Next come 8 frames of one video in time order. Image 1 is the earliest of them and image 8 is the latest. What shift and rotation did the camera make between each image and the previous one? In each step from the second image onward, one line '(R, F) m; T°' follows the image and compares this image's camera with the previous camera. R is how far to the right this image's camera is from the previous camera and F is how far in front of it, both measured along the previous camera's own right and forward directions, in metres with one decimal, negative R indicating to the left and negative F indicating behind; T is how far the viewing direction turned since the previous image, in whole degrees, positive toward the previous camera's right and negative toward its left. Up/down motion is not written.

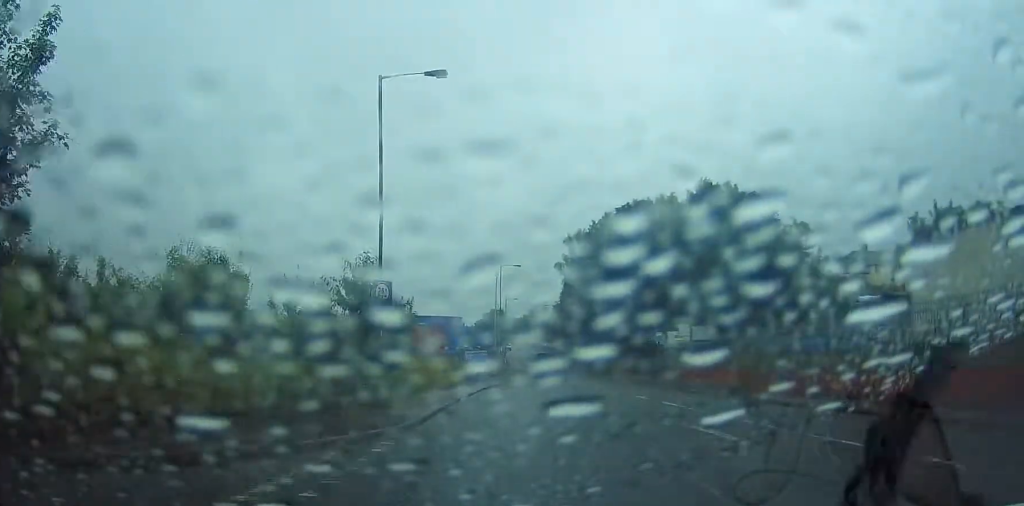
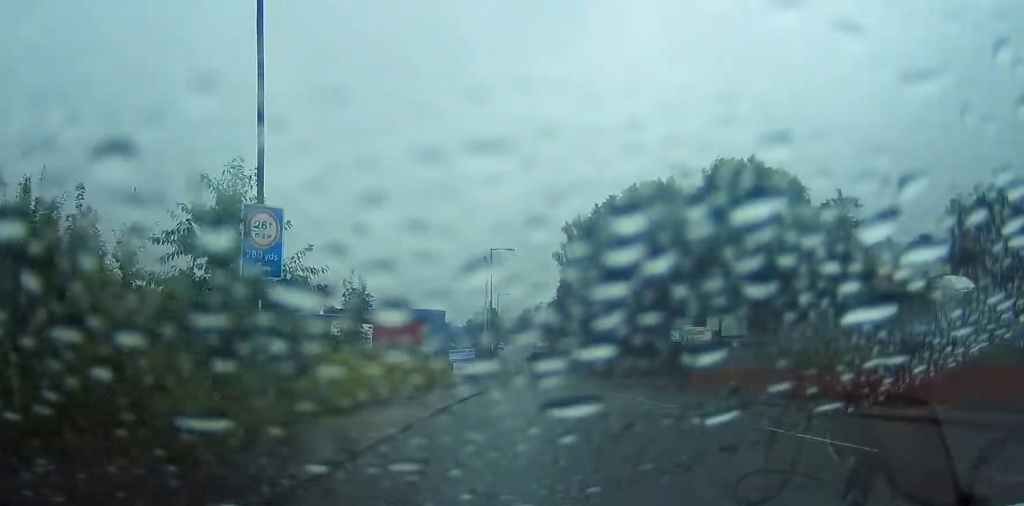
(+0.1, +9.9) m; +1°
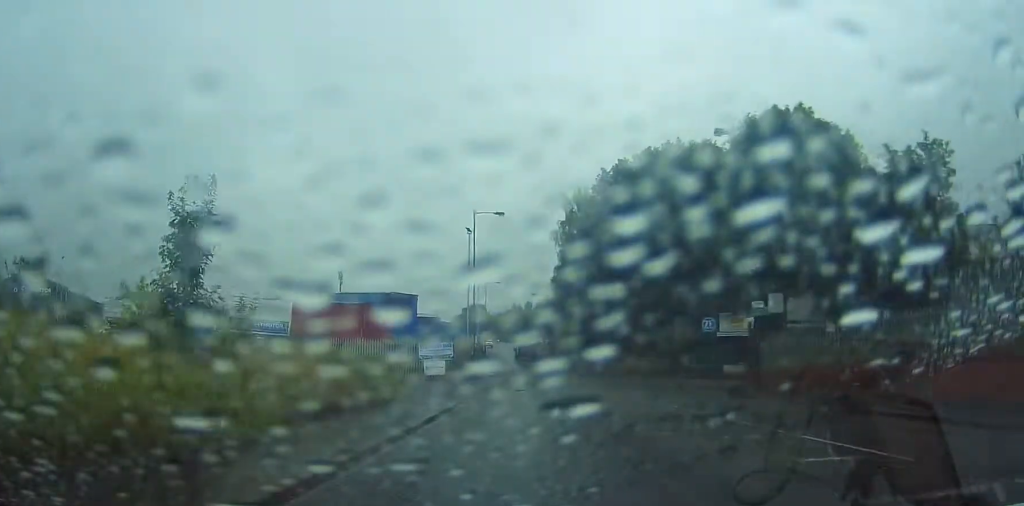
(+0.1, +13.1) m; 0°
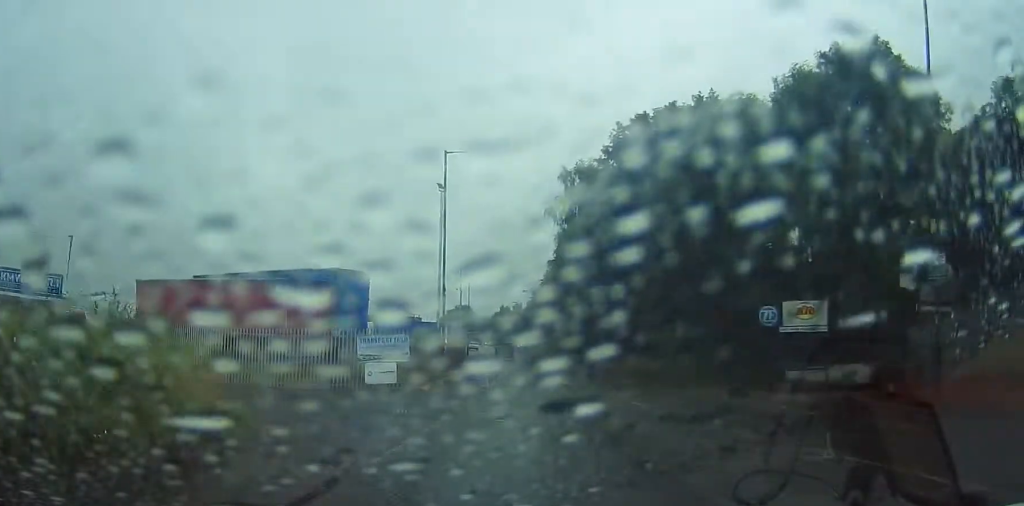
(-0.2, +13.4) m; 0°
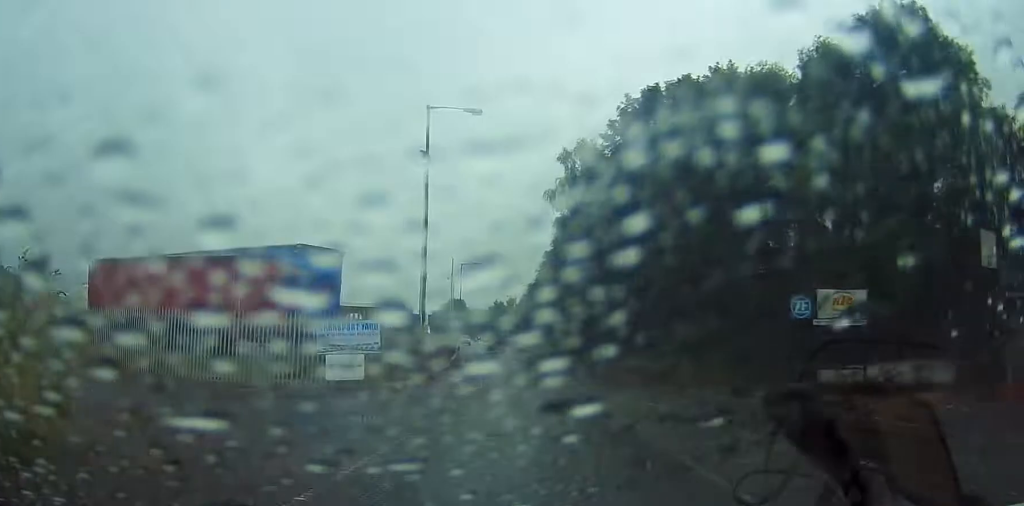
(0.0, +4.9) m; 0°
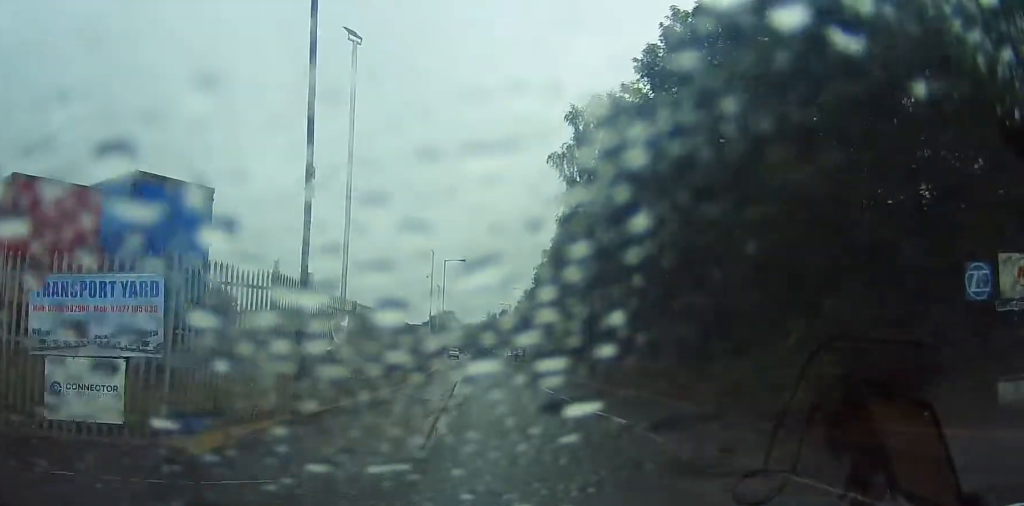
(+0.3, +14.3) m; +1°
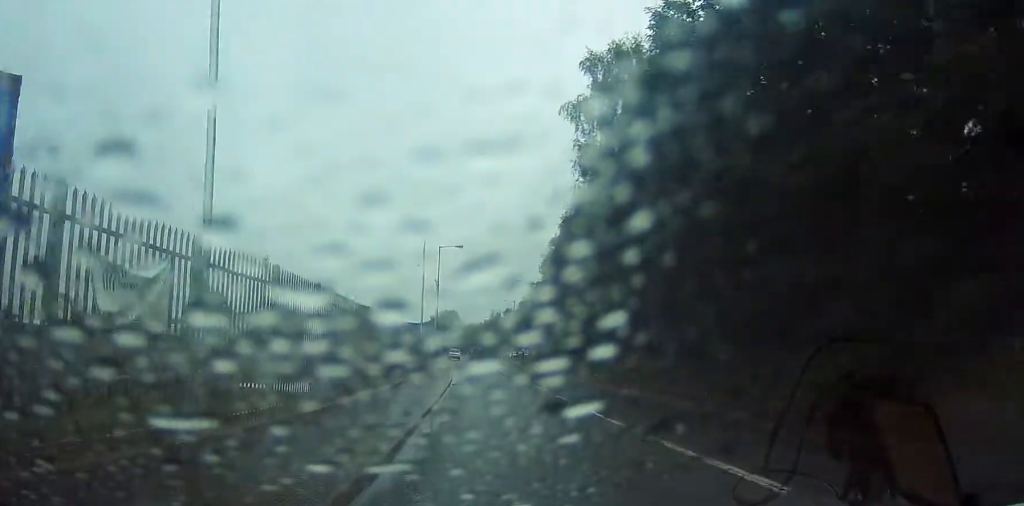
(0.0, +9.0) m; -1°
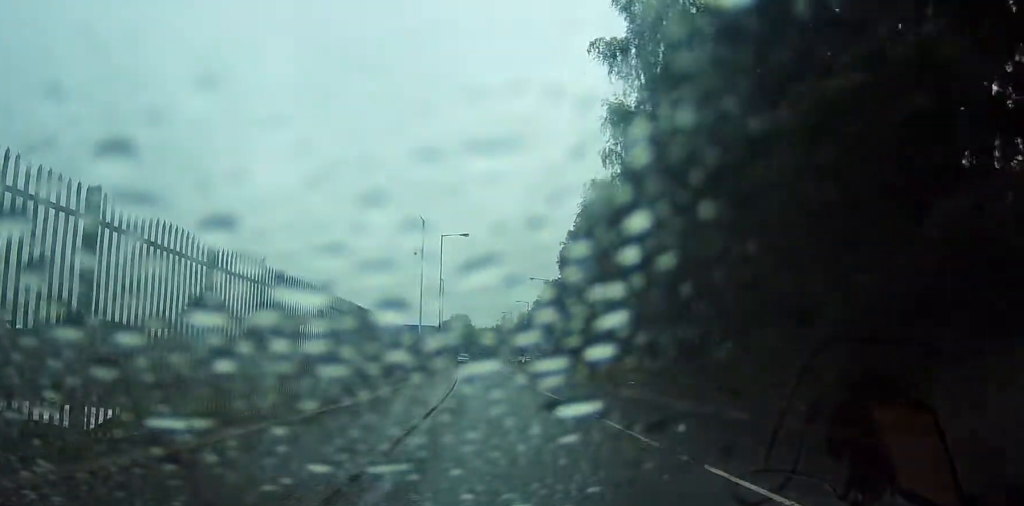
(-0.1, +8.3) m; -1°
